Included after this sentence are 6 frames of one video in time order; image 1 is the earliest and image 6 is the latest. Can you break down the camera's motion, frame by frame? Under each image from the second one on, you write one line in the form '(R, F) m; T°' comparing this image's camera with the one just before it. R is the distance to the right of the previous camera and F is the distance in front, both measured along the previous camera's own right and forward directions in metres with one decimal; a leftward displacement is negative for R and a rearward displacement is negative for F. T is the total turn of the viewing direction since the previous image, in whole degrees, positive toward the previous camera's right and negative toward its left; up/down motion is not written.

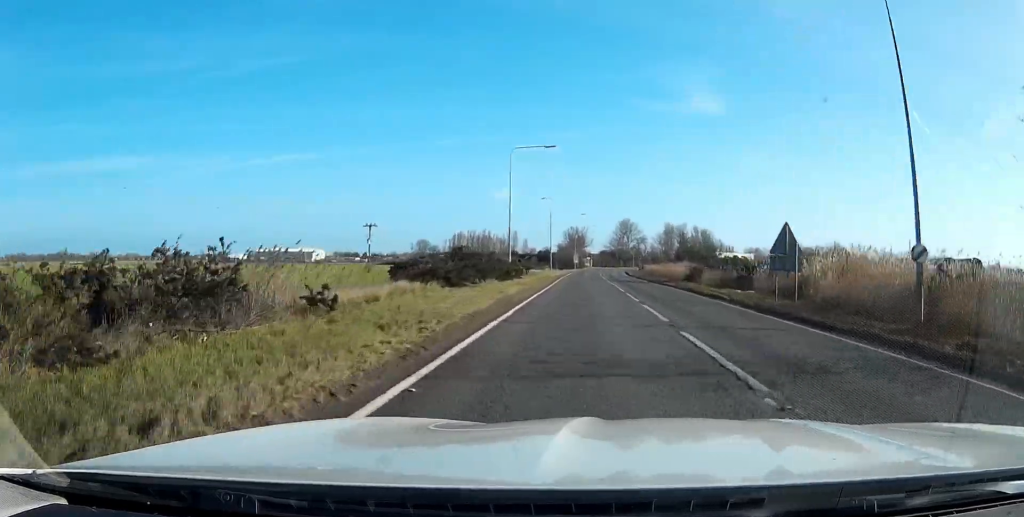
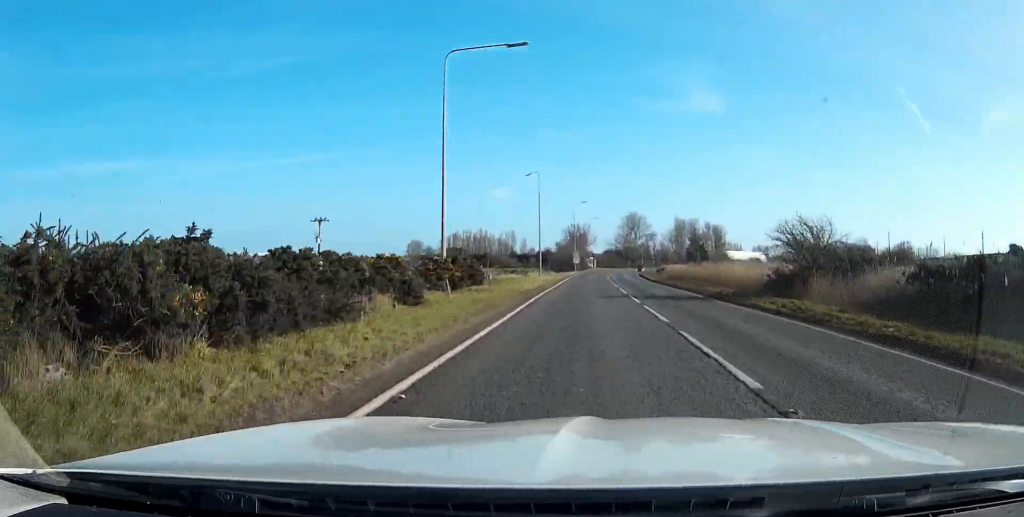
(+0.1, +27.4) m; 0°
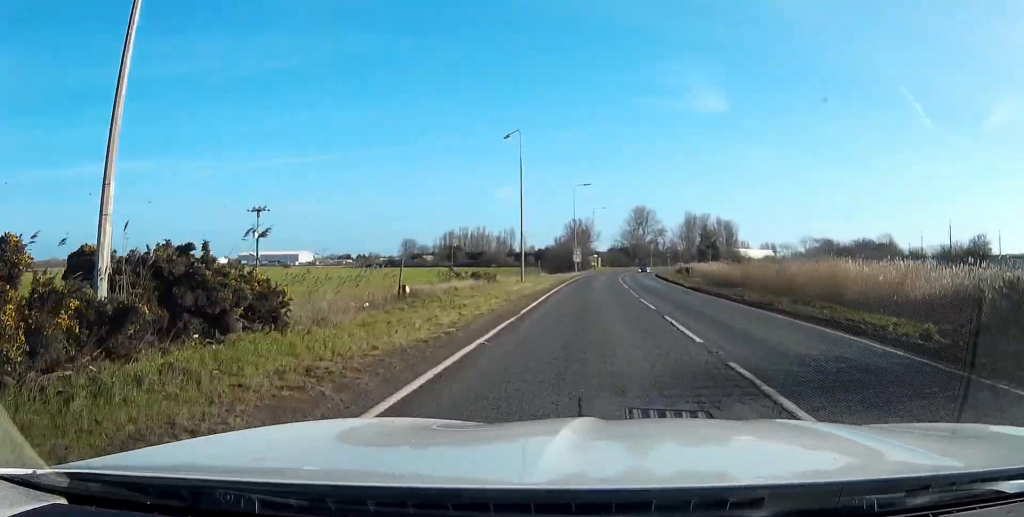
(-0.1, +21.7) m; 0°
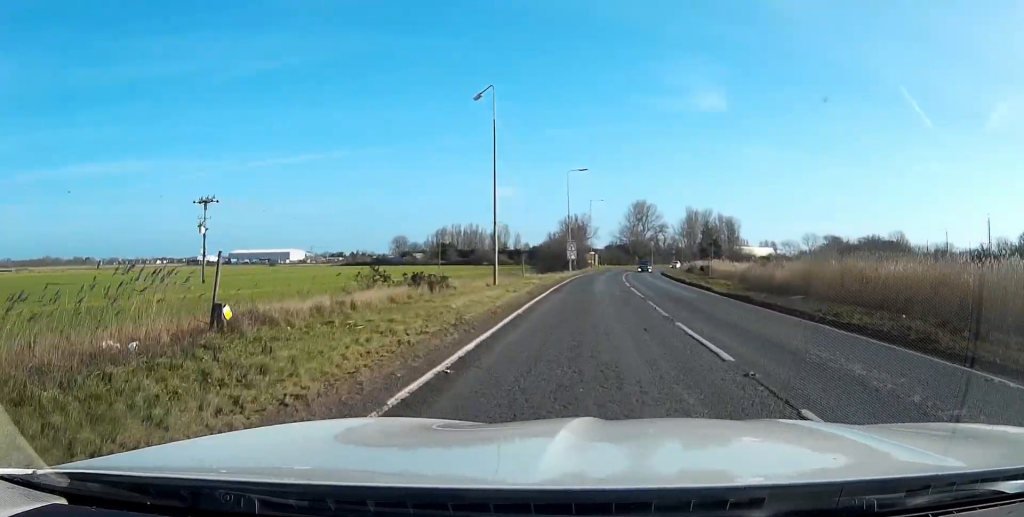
(0.0, +12.0) m; 0°
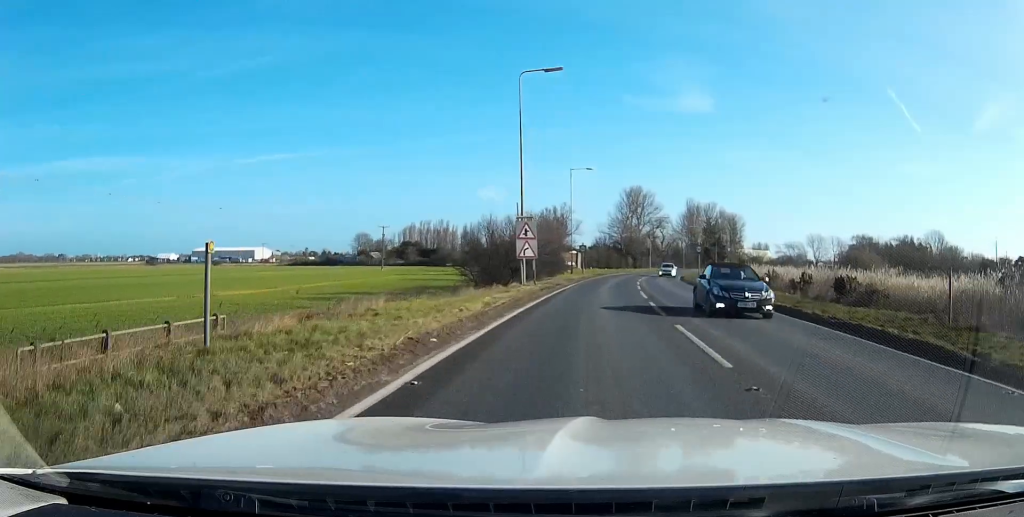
(+0.4, +37.3) m; +2°
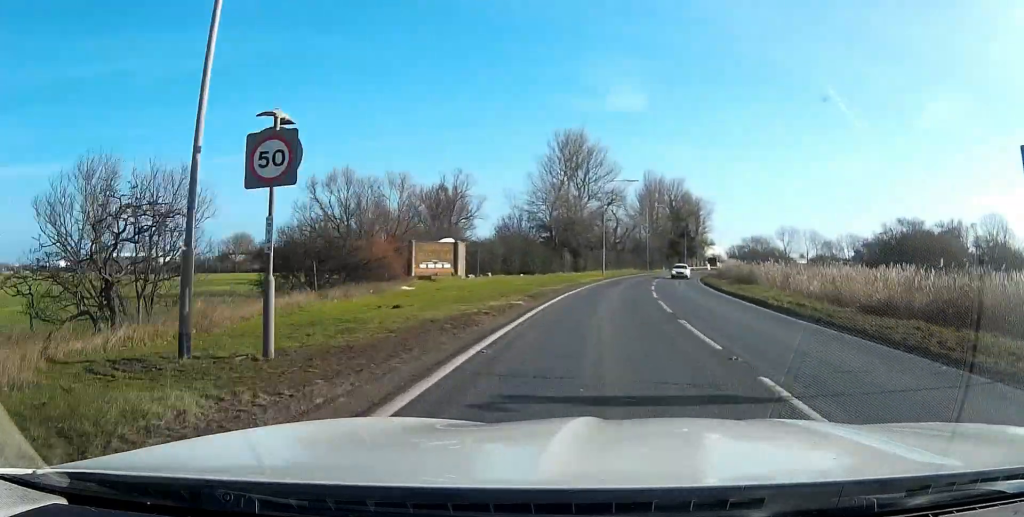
(+6.0, +60.8) m; +14°
